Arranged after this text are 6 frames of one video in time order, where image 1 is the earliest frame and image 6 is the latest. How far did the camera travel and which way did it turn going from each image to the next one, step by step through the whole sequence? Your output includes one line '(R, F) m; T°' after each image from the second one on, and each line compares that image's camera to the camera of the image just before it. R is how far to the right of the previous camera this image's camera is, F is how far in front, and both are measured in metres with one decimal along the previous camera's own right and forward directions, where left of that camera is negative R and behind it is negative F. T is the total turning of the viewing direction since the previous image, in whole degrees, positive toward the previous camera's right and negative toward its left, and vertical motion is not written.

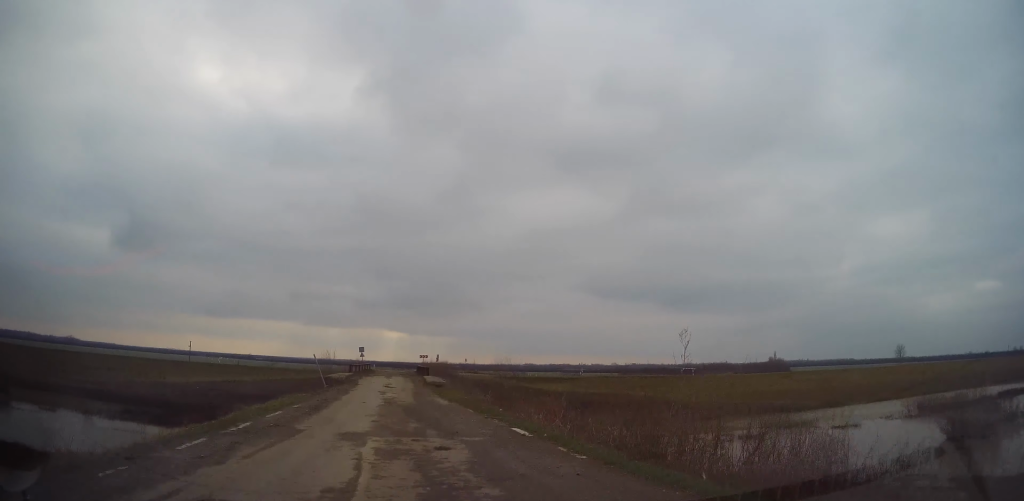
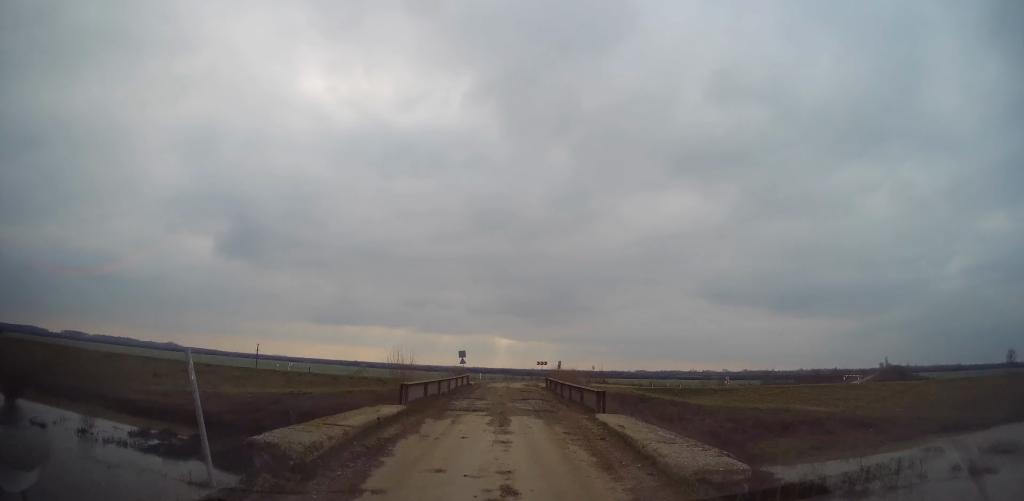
(-3.6, +15.5) m; -14°
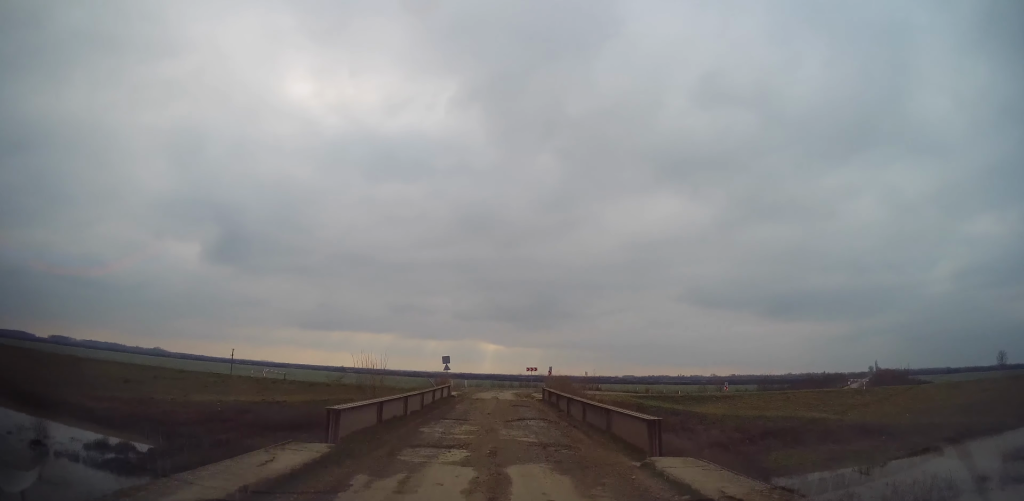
(0.0, +3.7) m; +2°
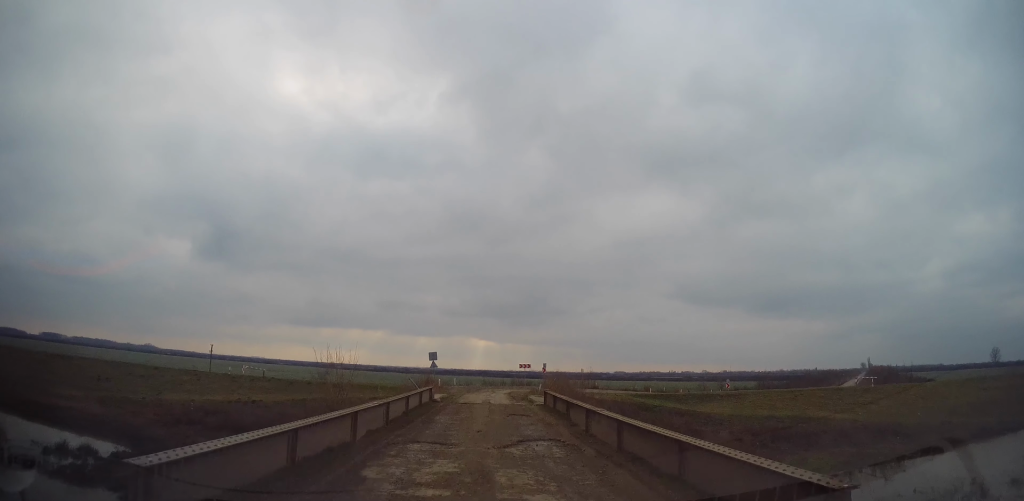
(+0.2, +4.4) m; -1°
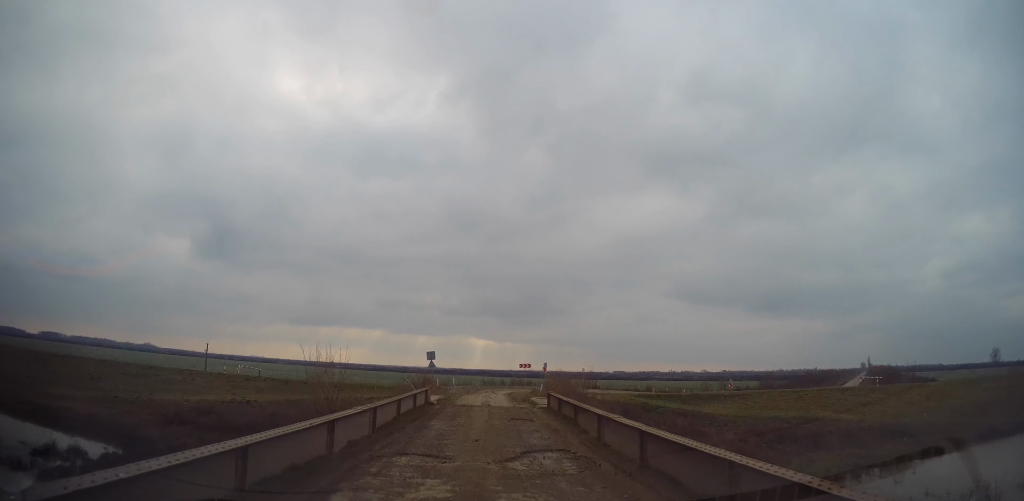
(0.0, +2.1) m; -1°
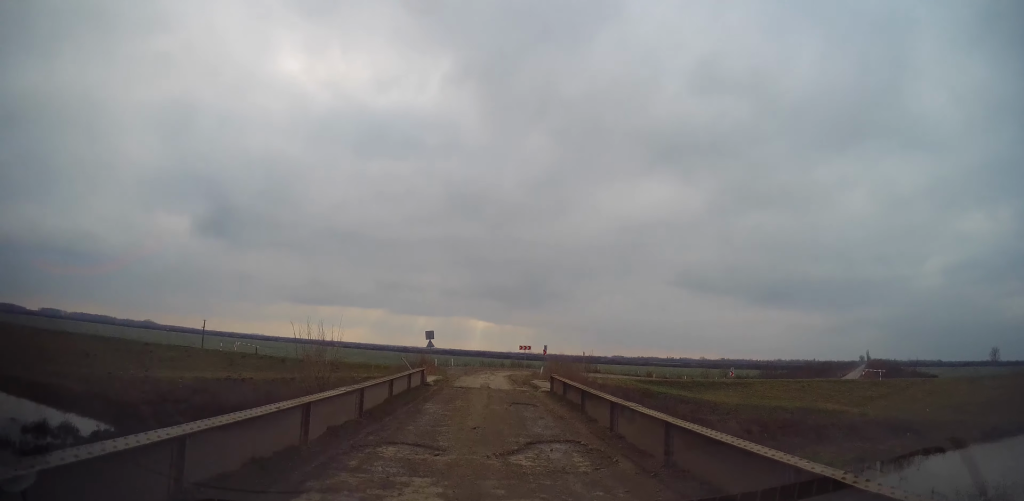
(-0.3, +1.6) m; +1°
